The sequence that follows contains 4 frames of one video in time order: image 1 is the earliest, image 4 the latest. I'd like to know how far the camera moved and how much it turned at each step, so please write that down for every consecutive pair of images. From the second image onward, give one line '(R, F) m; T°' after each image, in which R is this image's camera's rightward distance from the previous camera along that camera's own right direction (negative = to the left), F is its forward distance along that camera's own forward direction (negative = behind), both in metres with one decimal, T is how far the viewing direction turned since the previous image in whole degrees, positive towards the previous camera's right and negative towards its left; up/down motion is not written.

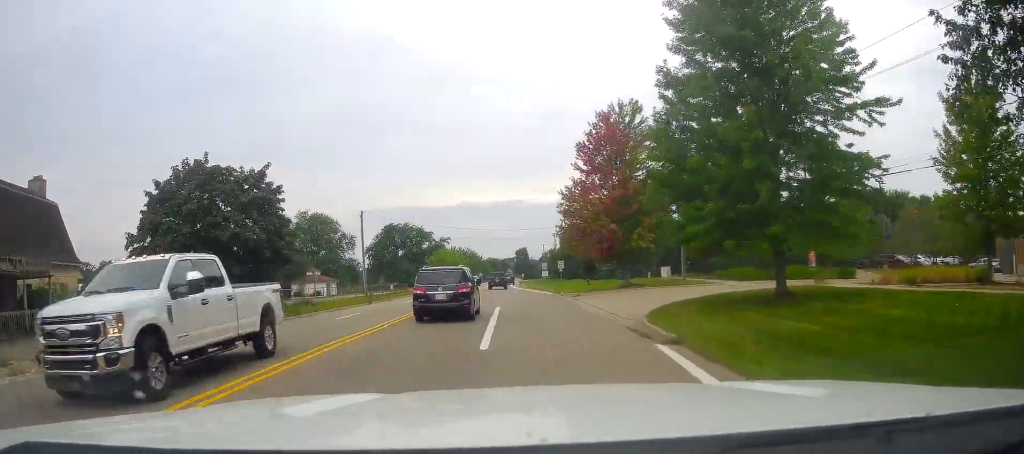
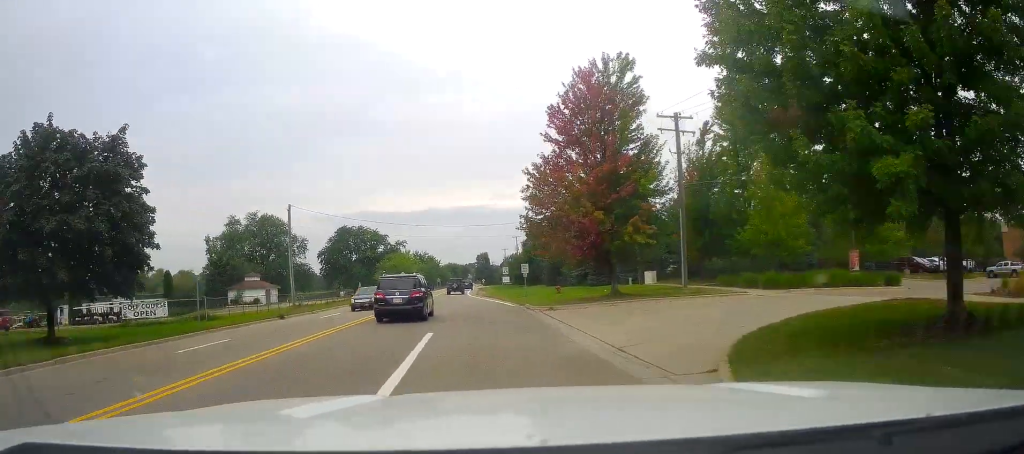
(+0.4, +11.8) m; +2°
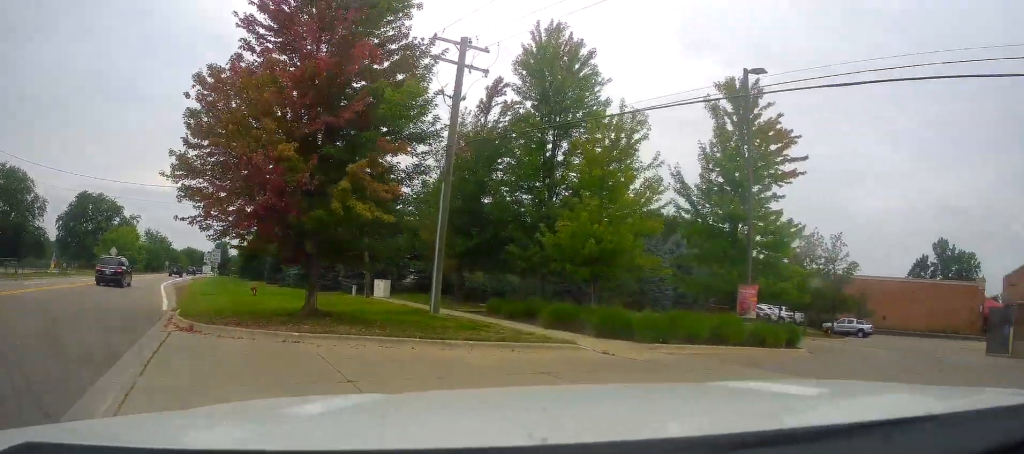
(+2.2, +19.7) m; +15°
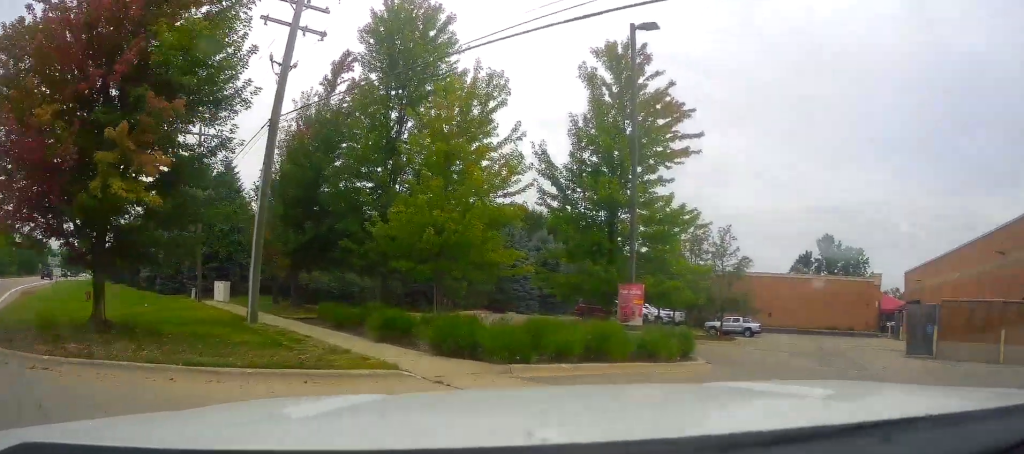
(+0.5, +5.4) m; +6°
